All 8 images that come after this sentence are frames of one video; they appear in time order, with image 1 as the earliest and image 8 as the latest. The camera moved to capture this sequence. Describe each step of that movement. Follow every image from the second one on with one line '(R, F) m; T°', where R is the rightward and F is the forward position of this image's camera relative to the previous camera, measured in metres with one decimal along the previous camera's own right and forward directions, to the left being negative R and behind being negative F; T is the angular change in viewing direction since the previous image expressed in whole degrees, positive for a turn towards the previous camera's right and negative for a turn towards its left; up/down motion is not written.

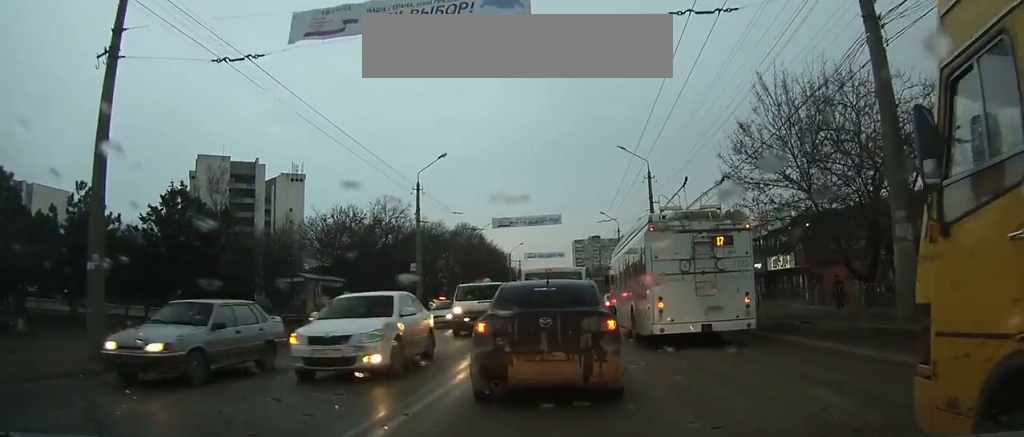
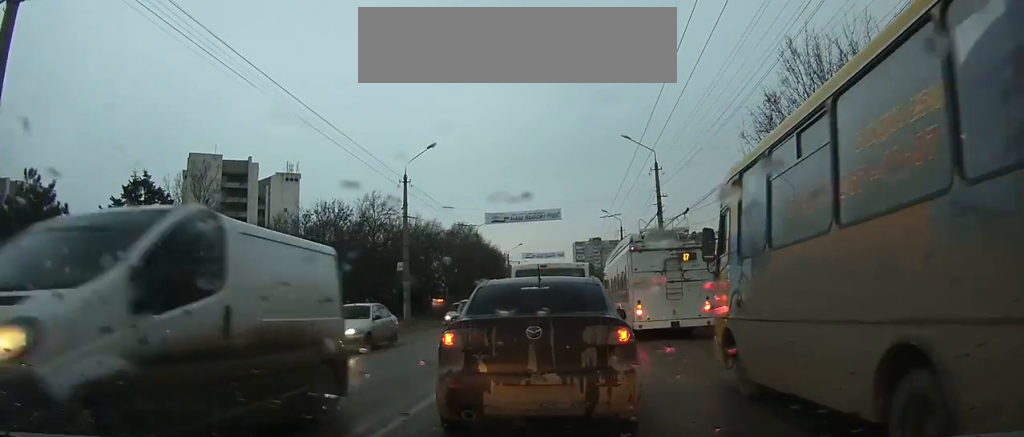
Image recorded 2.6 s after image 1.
(0.0, +4.1) m; -1°
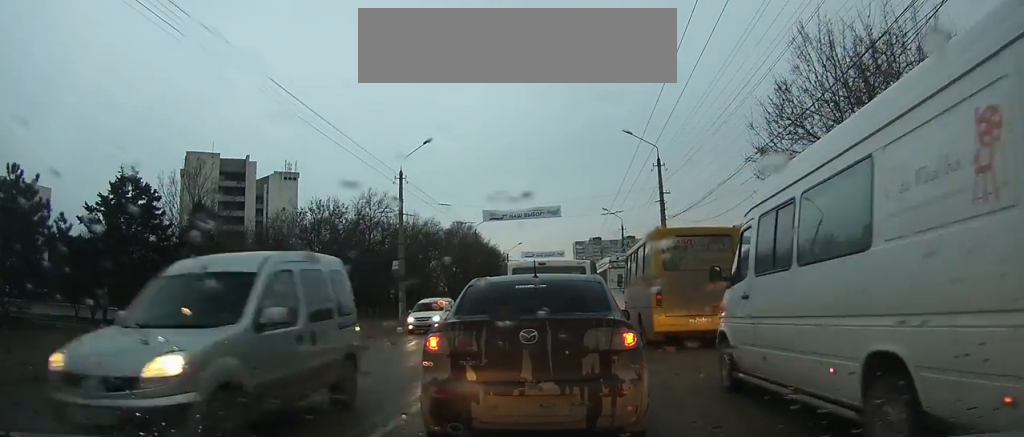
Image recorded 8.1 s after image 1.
(0.0, +4.5) m; +2°
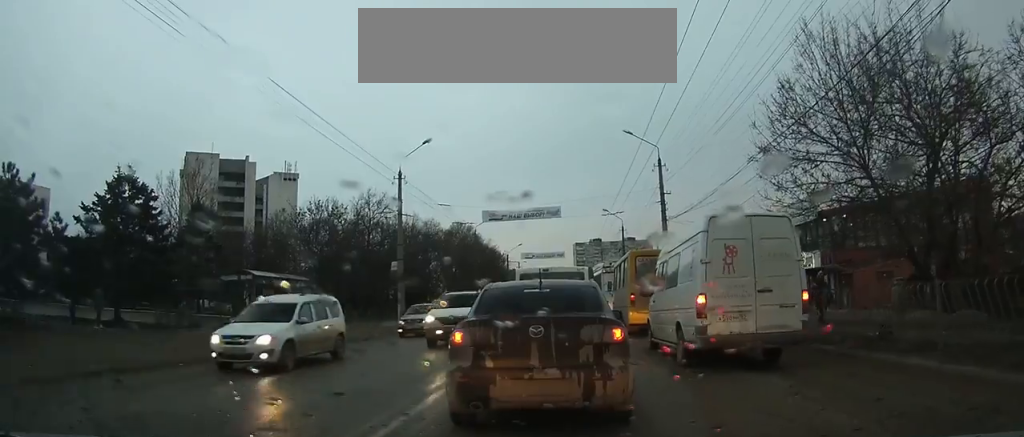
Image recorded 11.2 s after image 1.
(0.0, +1.9) m; 0°
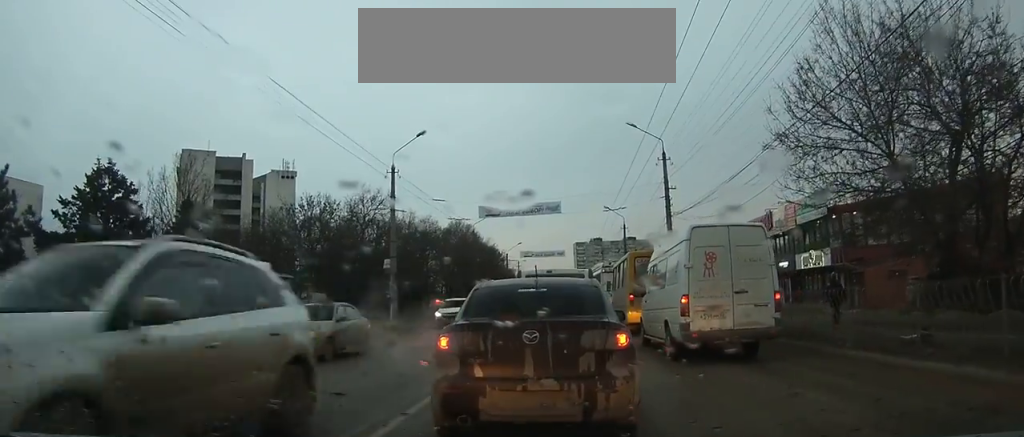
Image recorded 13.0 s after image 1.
(0.0, +1.3) m; 0°
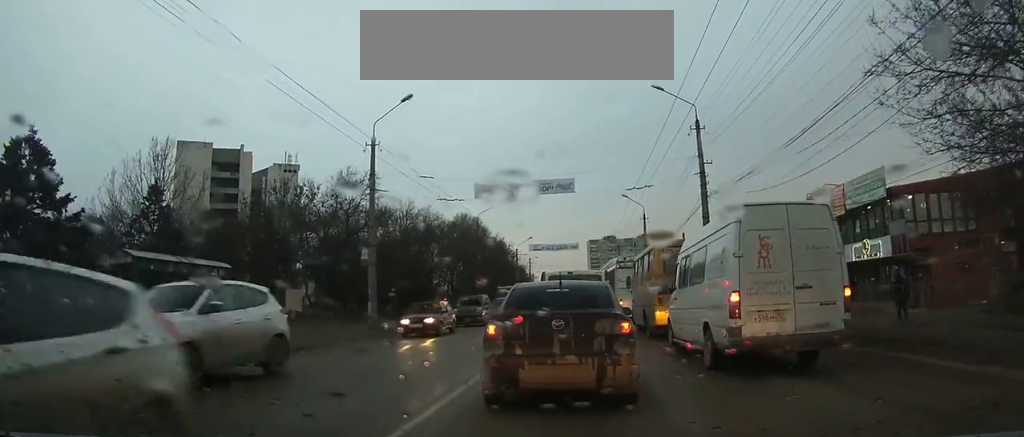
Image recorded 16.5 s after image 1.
(0.0, +3.6) m; +1°
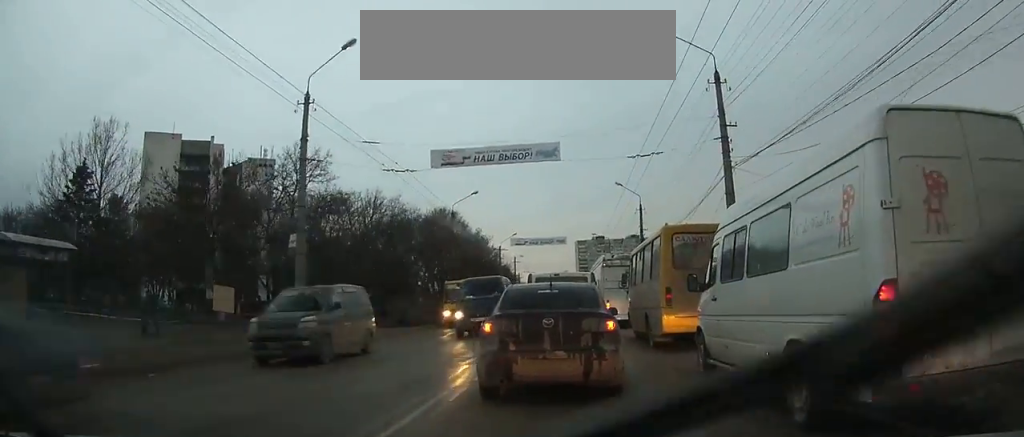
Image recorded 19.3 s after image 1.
(0.0, +4.8) m; 0°
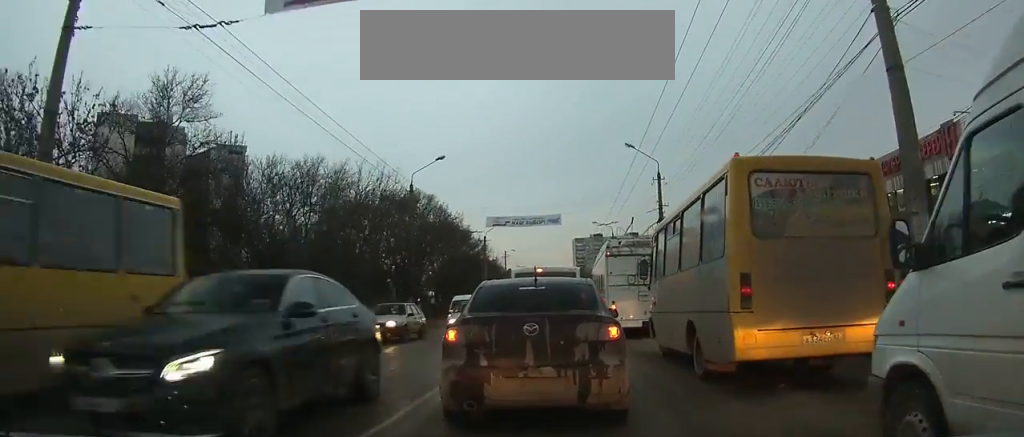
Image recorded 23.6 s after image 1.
(+0.1, +8.1) m; 0°
